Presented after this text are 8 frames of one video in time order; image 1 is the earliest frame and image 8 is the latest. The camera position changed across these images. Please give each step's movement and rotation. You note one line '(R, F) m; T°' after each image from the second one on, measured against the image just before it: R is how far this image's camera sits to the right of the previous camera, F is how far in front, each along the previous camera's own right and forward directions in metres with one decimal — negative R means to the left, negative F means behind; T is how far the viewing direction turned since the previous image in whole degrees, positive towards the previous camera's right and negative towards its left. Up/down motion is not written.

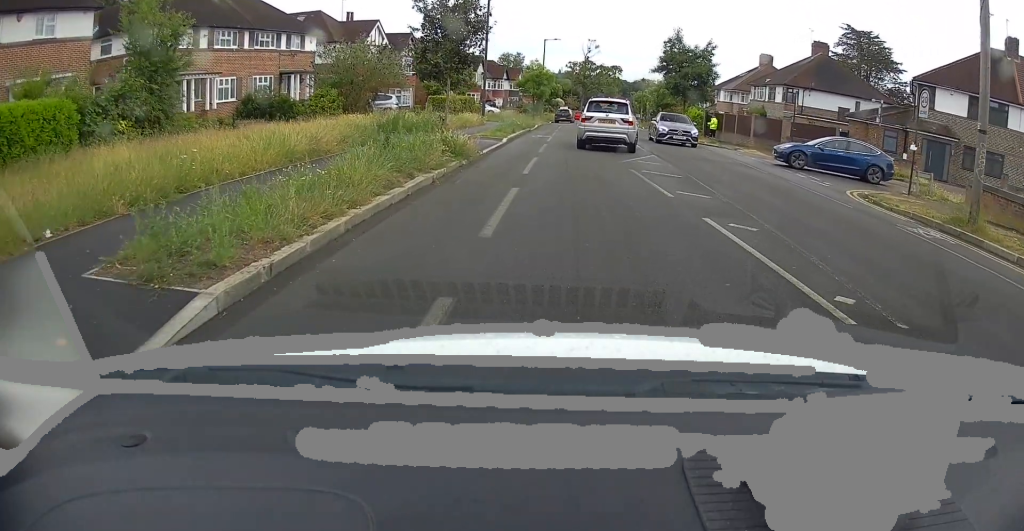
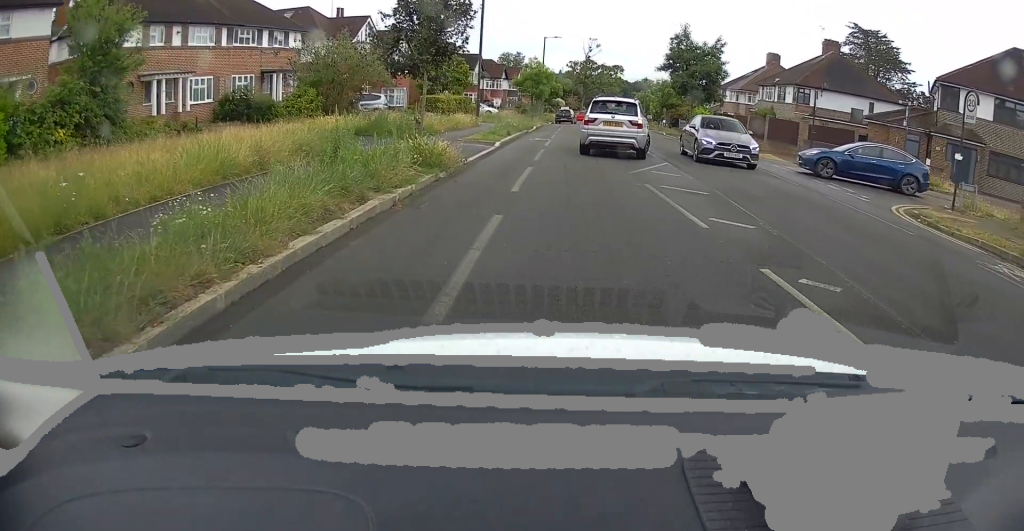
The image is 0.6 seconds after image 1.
(0.0, +2.6) m; -2°
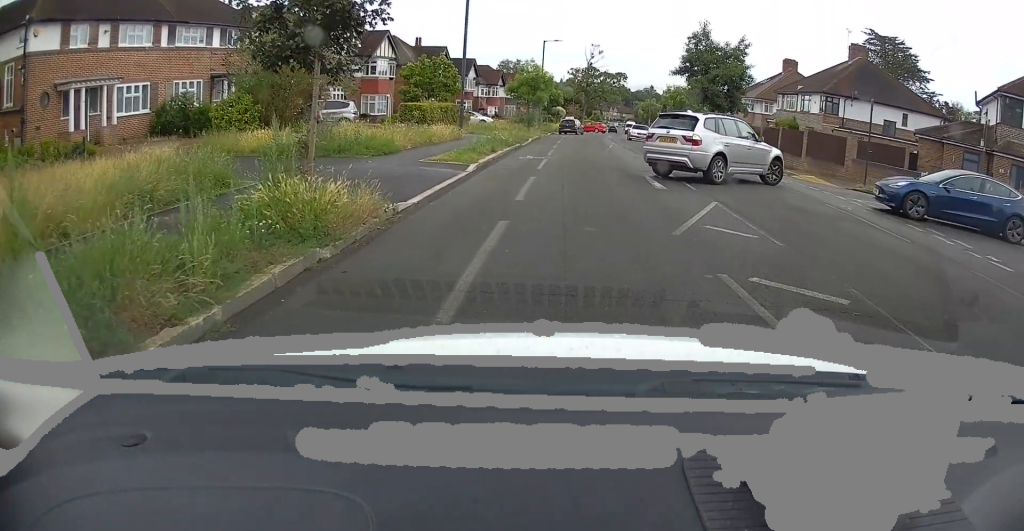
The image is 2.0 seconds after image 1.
(-0.2, +6.2) m; -1°
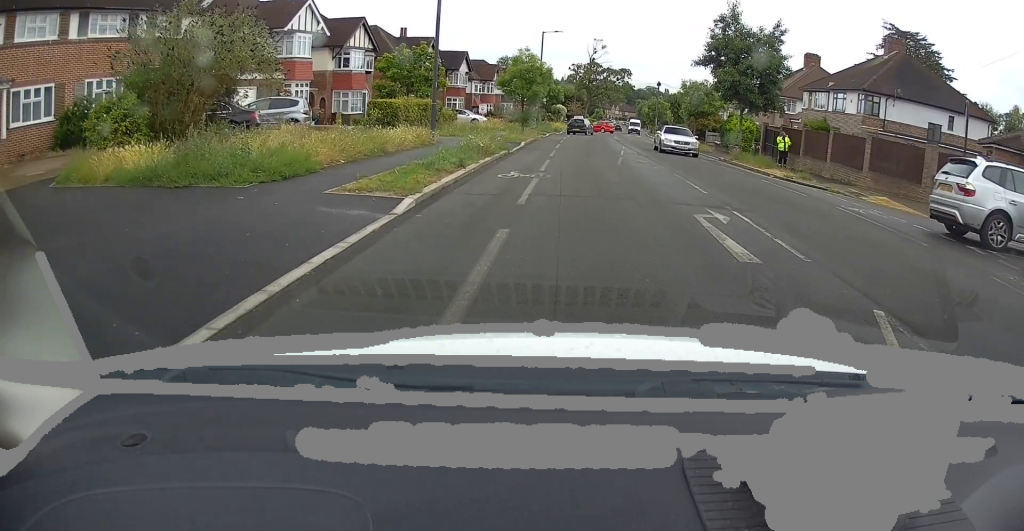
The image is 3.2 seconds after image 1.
(0.0, +6.3) m; +1°
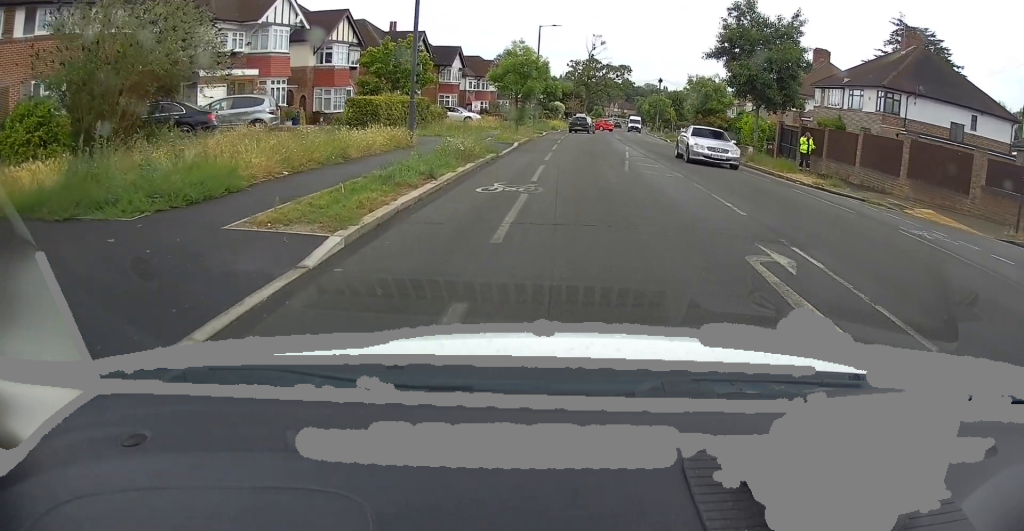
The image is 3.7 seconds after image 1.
(-0.1, +2.9) m; +1°
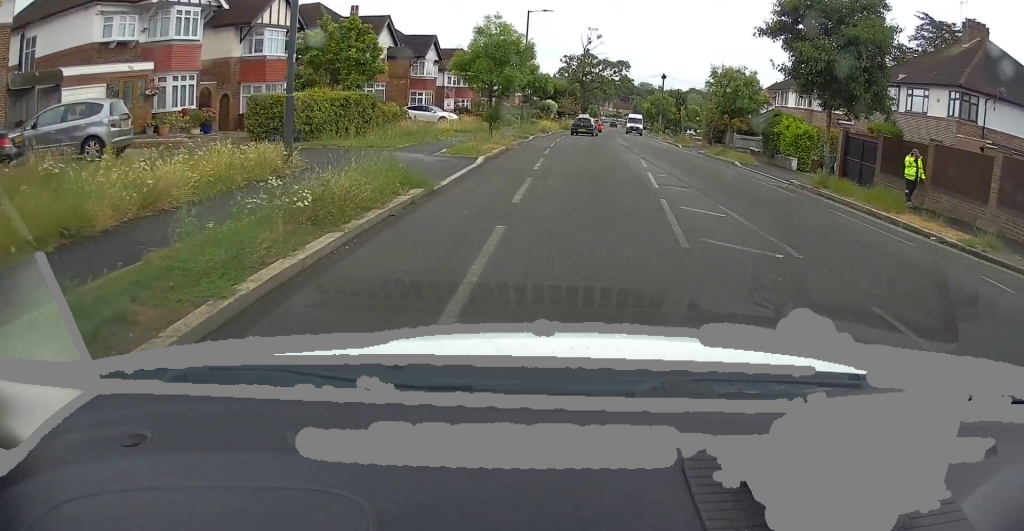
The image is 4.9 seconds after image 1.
(+0.2, +8.5) m; +1°
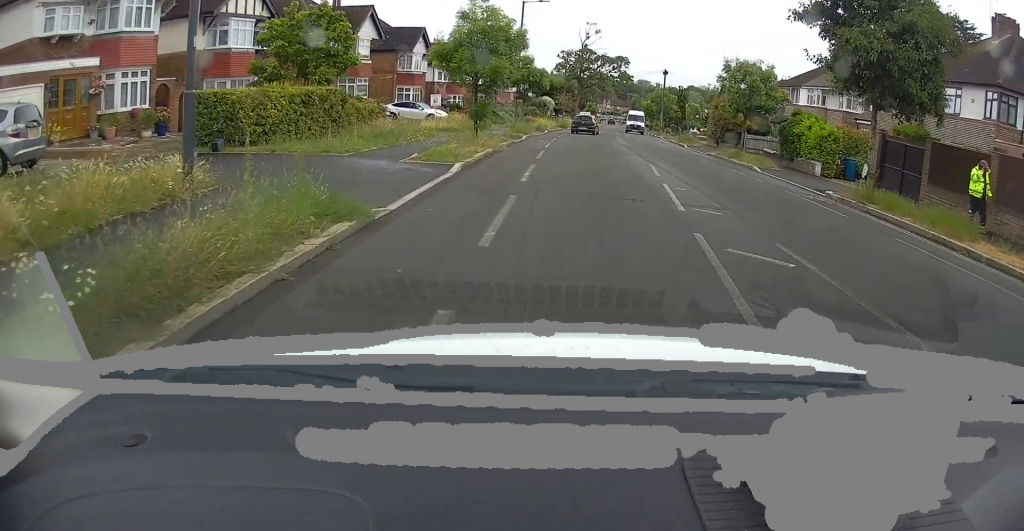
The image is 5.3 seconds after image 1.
(-0.1, +3.3) m; 0°
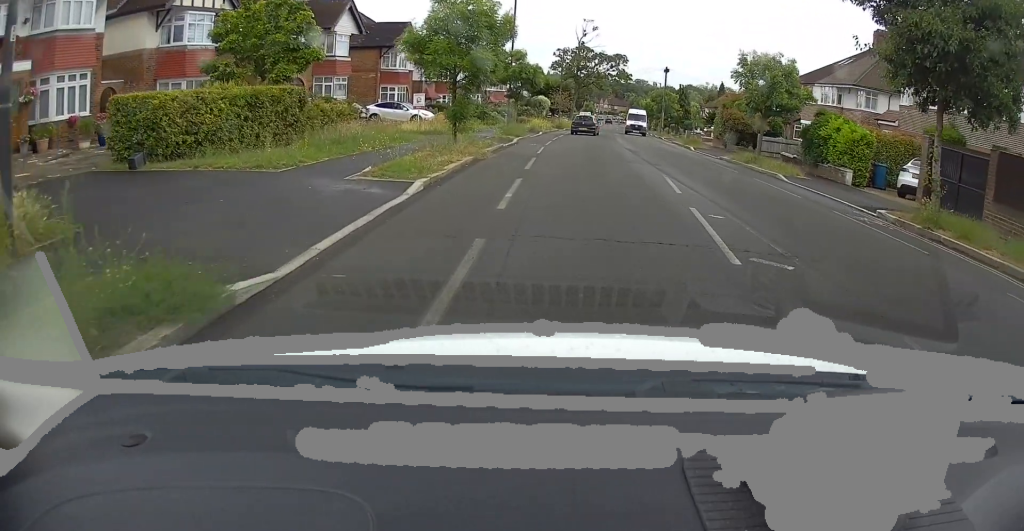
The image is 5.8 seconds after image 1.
(0.0, +3.4) m; 0°
